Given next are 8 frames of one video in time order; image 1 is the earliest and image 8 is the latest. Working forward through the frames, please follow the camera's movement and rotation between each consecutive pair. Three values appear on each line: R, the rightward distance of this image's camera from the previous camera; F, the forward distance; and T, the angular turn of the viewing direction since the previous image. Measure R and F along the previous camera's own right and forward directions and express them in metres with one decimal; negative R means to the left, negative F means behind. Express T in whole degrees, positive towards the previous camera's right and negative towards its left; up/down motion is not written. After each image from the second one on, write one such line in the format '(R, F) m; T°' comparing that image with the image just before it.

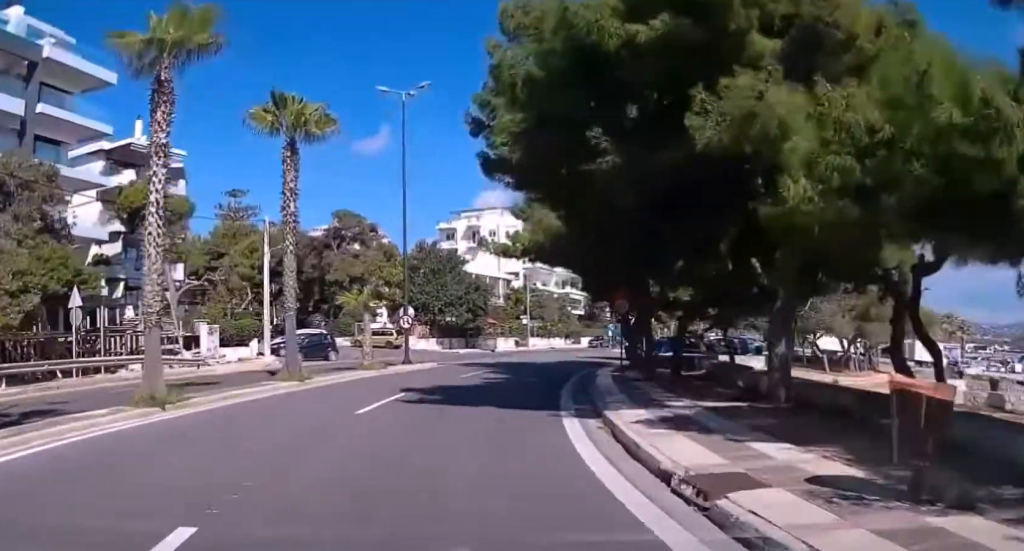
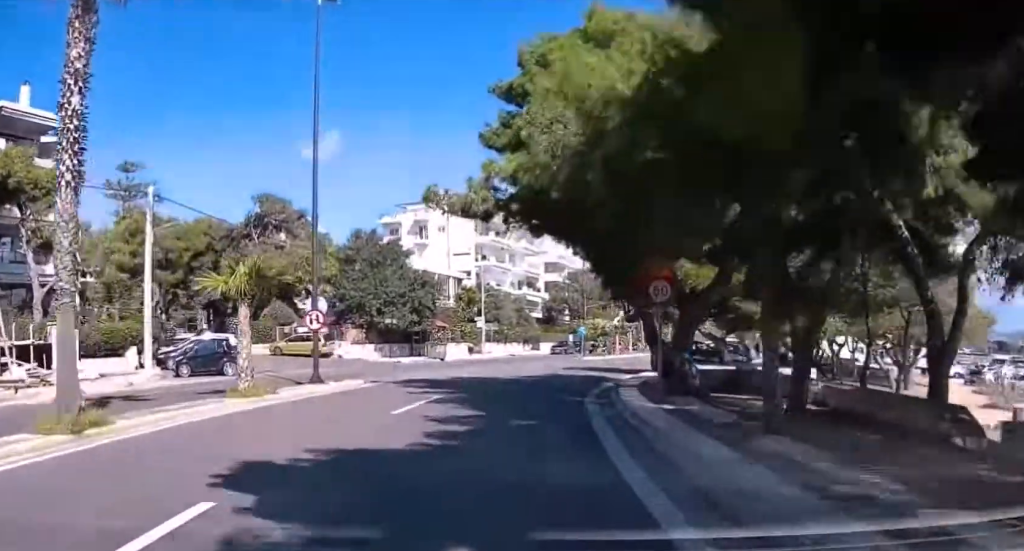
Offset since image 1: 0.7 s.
(+0.4, +10.8) m; +5°
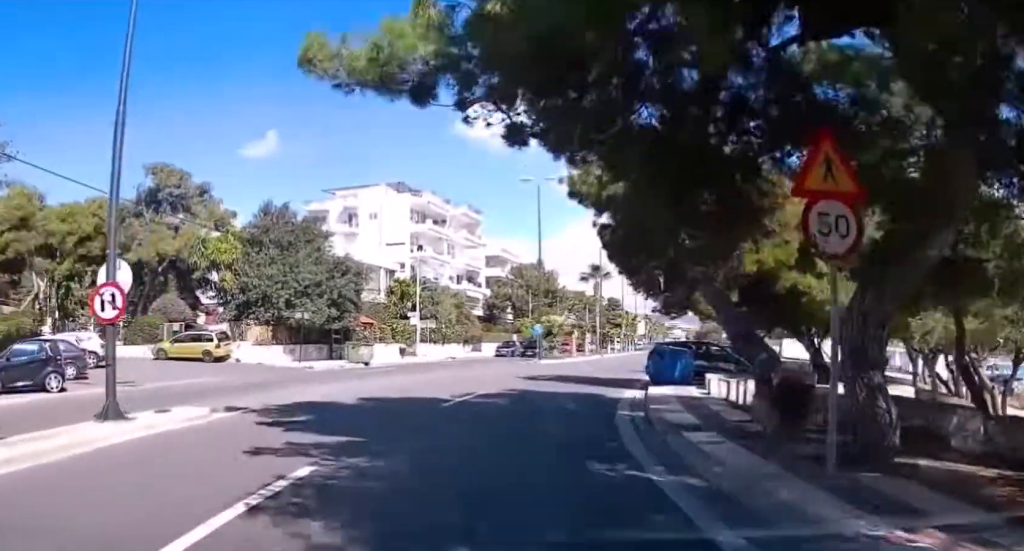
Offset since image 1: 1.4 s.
(+0.6, +10.0) m; +5°
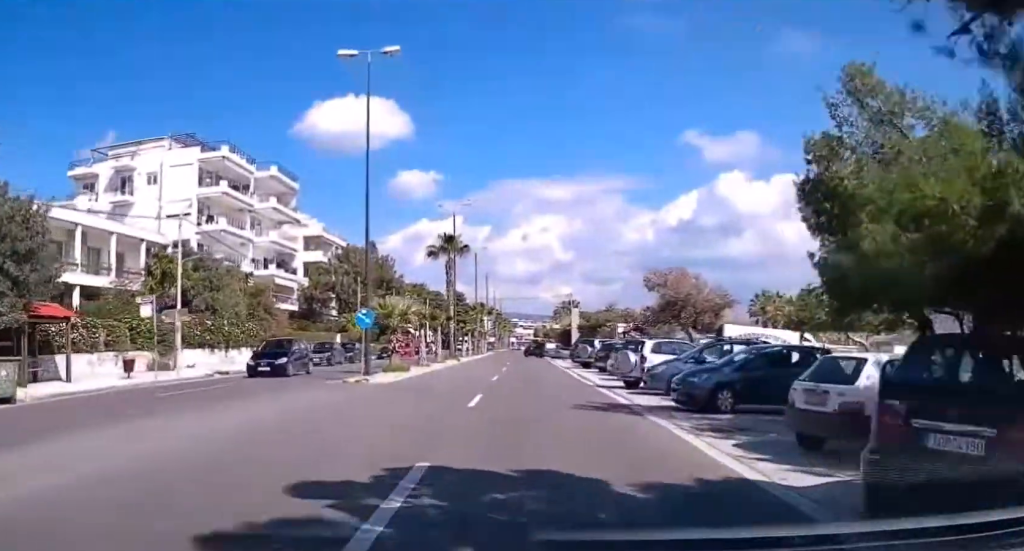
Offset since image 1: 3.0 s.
(+2.0, +21.7) m; +10°
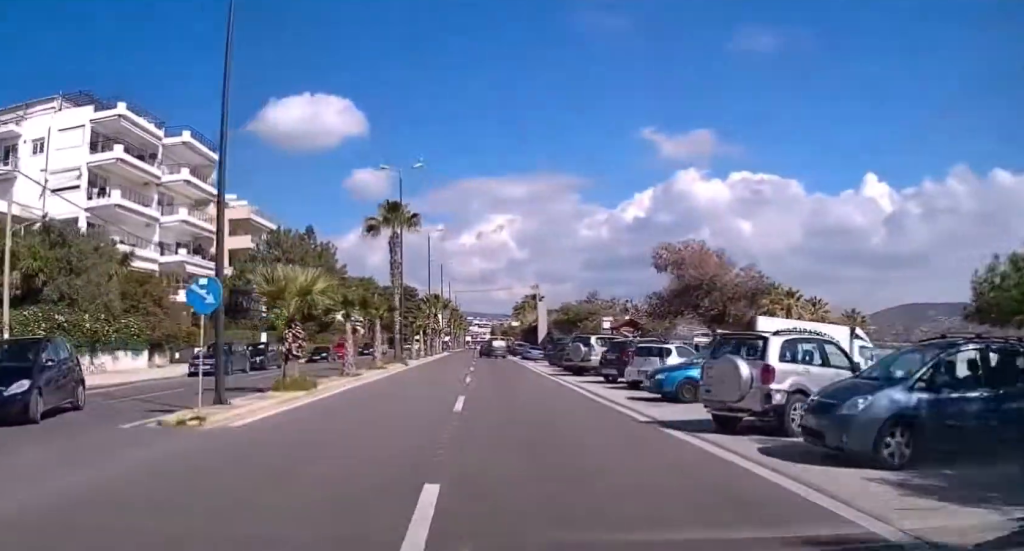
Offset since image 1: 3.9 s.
(+0.5, +12.4) m; +3°
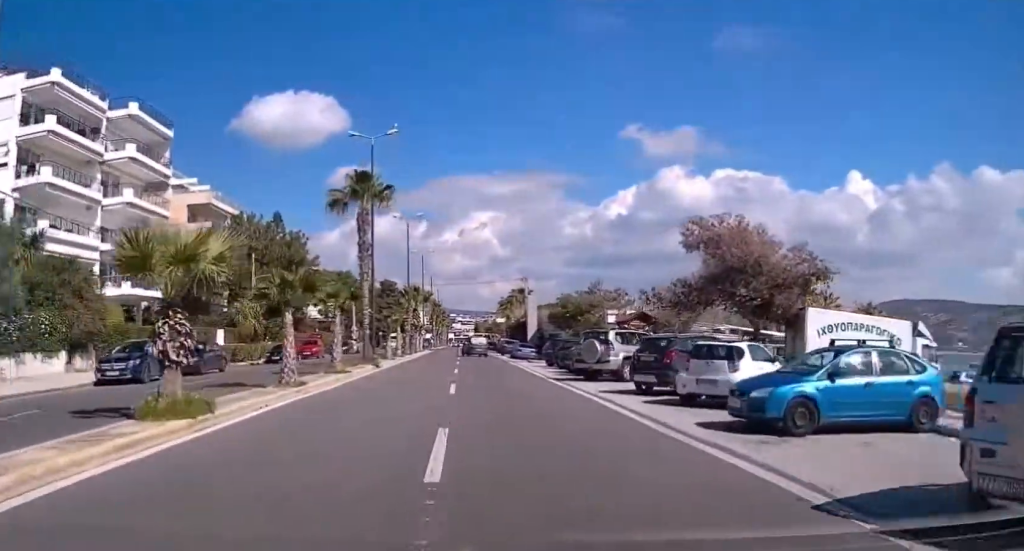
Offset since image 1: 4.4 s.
(+0.1, +7.5) m; +1°
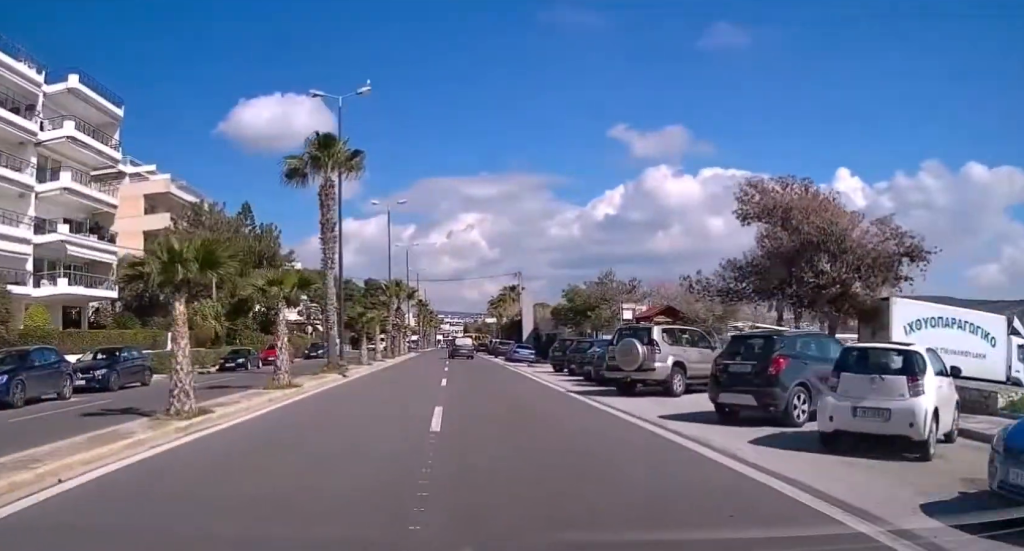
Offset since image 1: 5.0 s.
(+0.1, +7.5) m; +1°
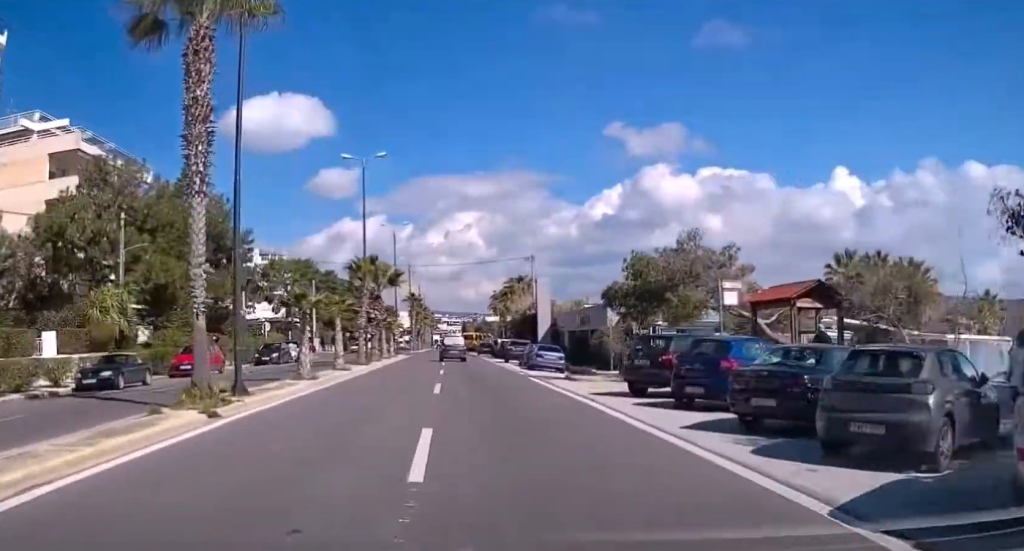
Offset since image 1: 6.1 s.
(0.0, +16.3) m; 0°
